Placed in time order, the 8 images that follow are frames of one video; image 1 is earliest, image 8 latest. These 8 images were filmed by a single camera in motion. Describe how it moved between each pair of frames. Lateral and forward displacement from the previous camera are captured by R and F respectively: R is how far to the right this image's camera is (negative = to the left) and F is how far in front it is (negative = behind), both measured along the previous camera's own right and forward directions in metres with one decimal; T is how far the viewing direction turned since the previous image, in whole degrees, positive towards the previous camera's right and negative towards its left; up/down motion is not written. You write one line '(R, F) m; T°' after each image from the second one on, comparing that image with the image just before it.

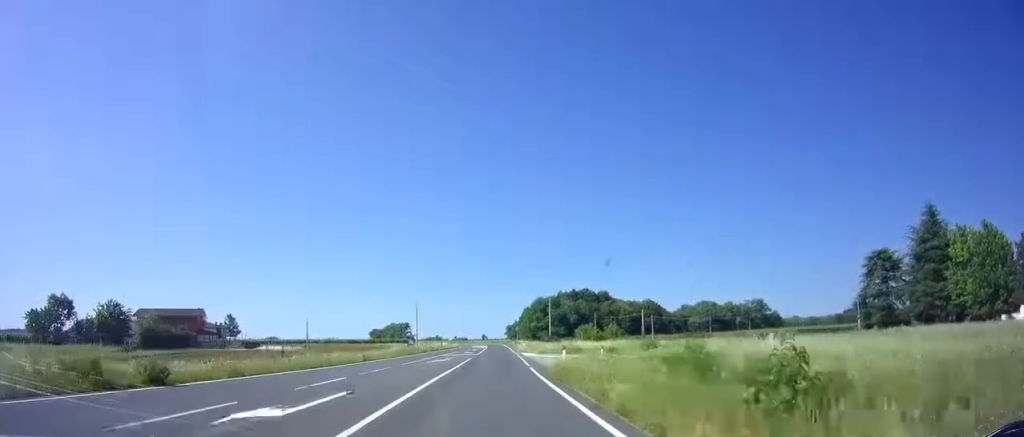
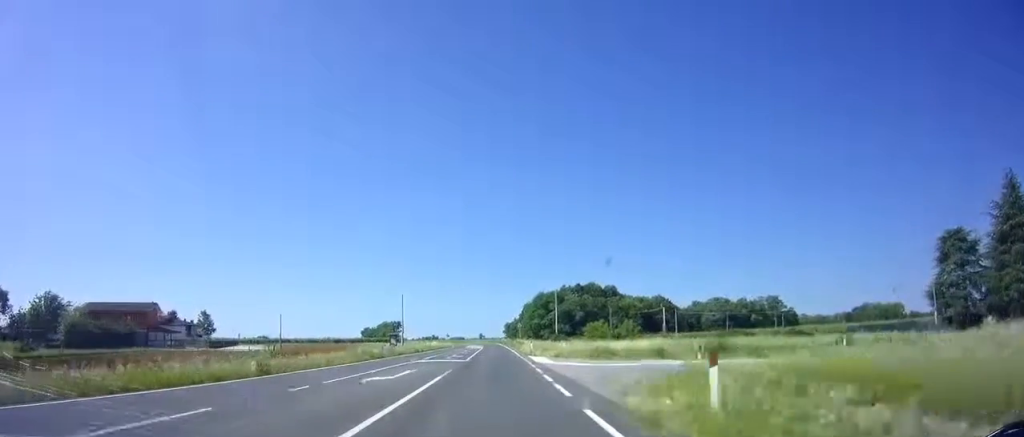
(+0.1, +14.8) m; 0°
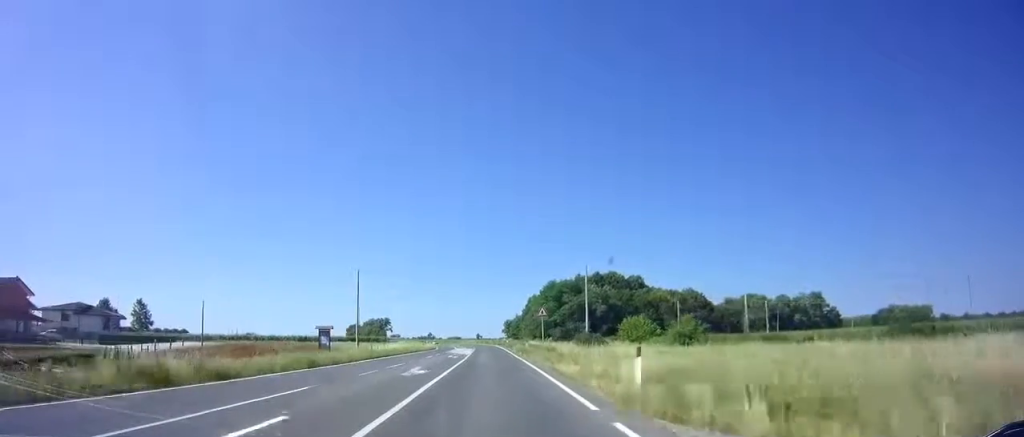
(0.0, +33.2) m; 0°
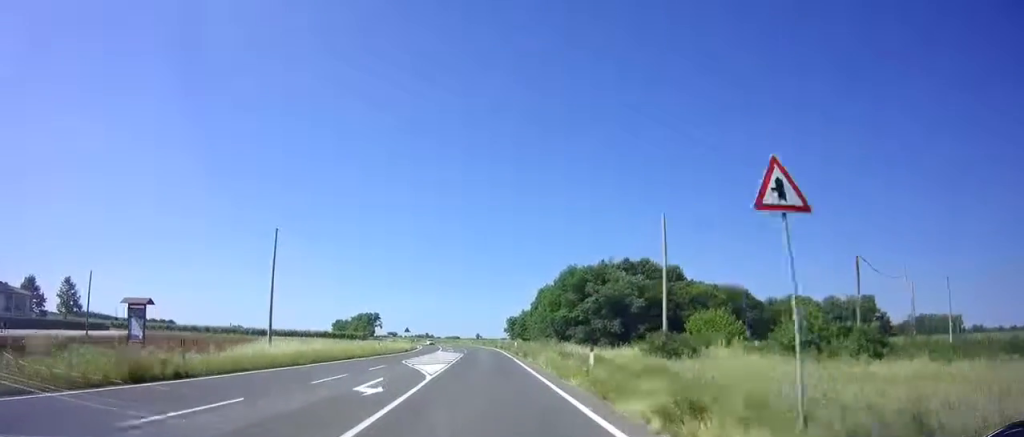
(-0.3, +28.2) m; -1°
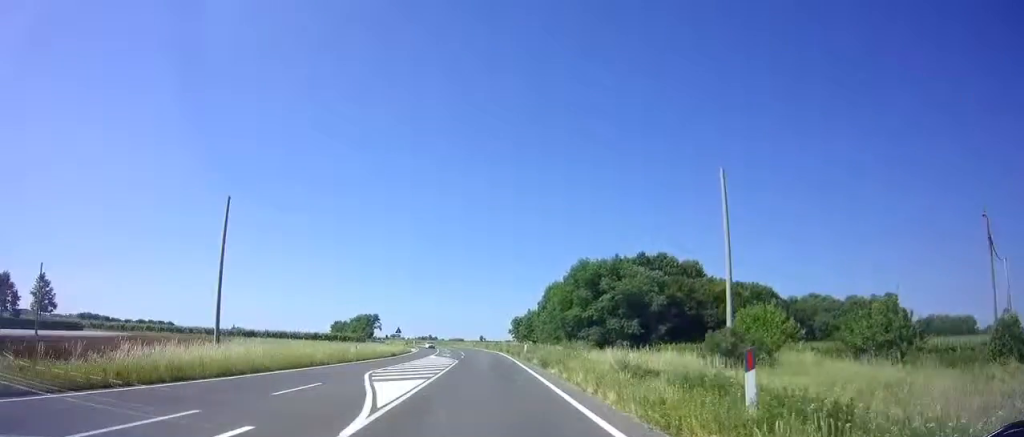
(0.0, +9.9) m; -1°
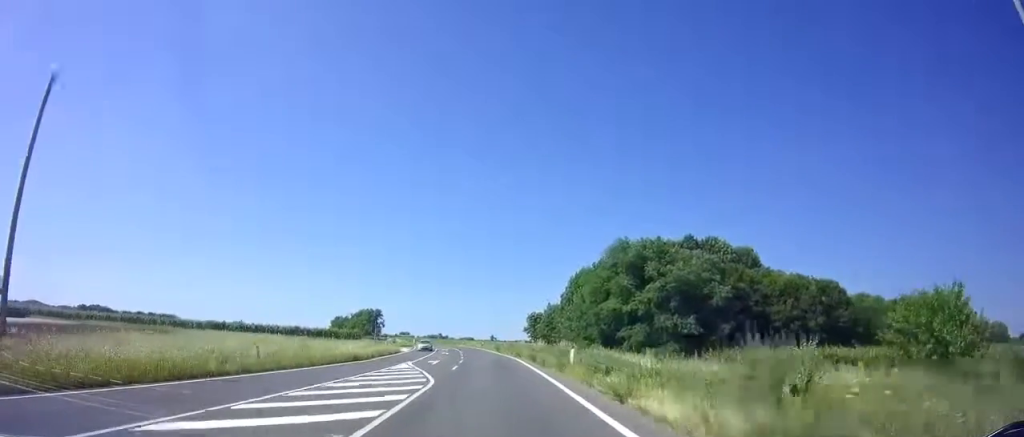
(-0.2, +17.8) m; -1°
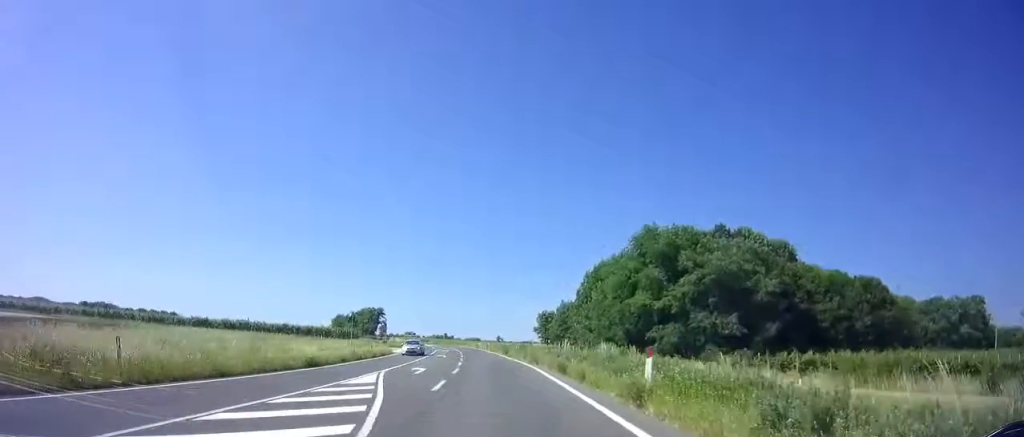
(0.0, +9.2) m; -1°
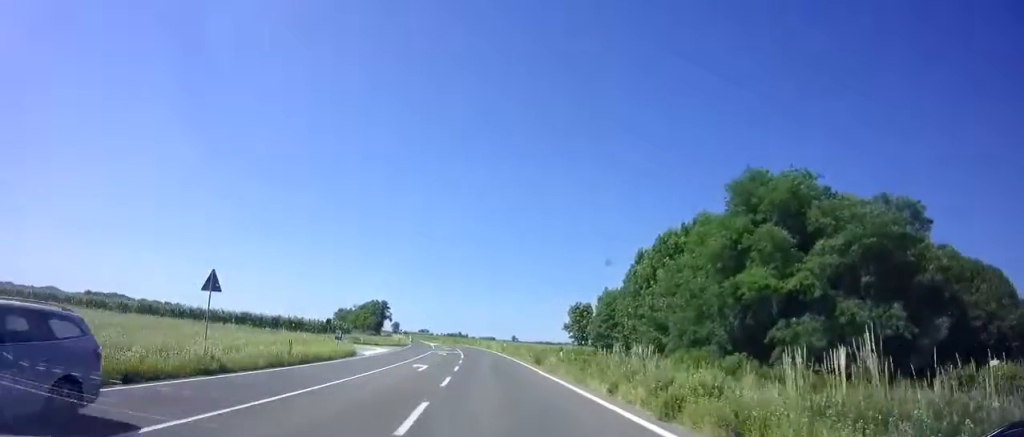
(-0.3, +21.9) m; -2°
